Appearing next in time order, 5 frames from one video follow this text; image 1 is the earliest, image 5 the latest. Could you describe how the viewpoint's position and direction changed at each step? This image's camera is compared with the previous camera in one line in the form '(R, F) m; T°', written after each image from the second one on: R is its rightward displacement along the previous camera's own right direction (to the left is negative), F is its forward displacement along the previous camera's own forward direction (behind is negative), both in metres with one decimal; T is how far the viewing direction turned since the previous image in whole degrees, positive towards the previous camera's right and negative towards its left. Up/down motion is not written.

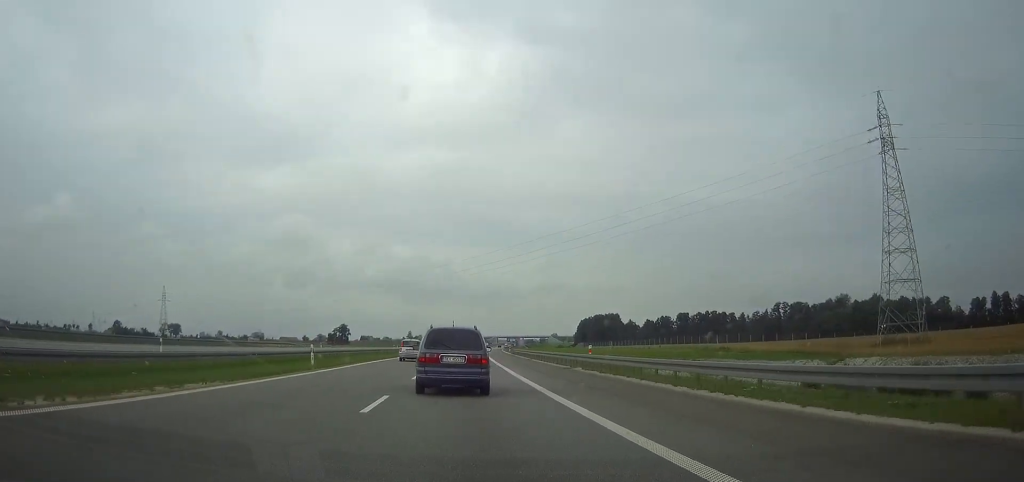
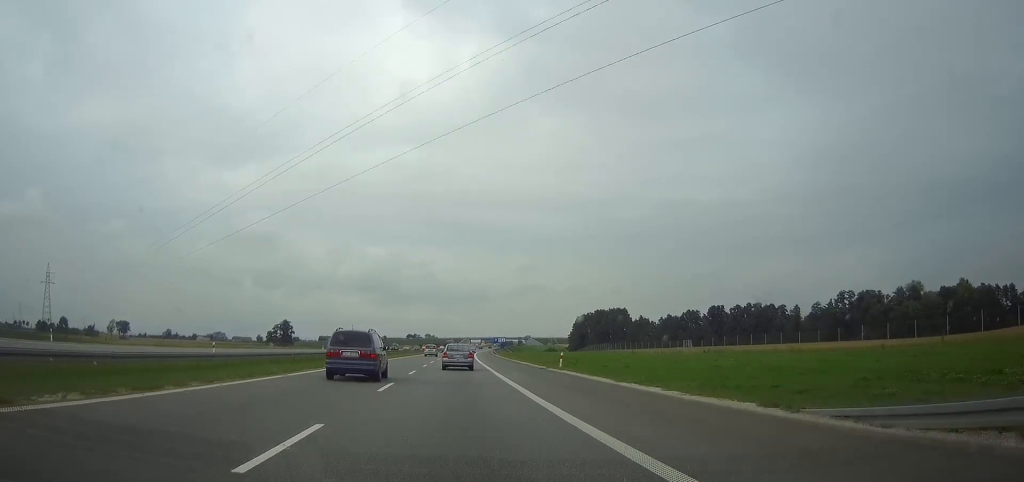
(+3.3, +90.2) m; +3°
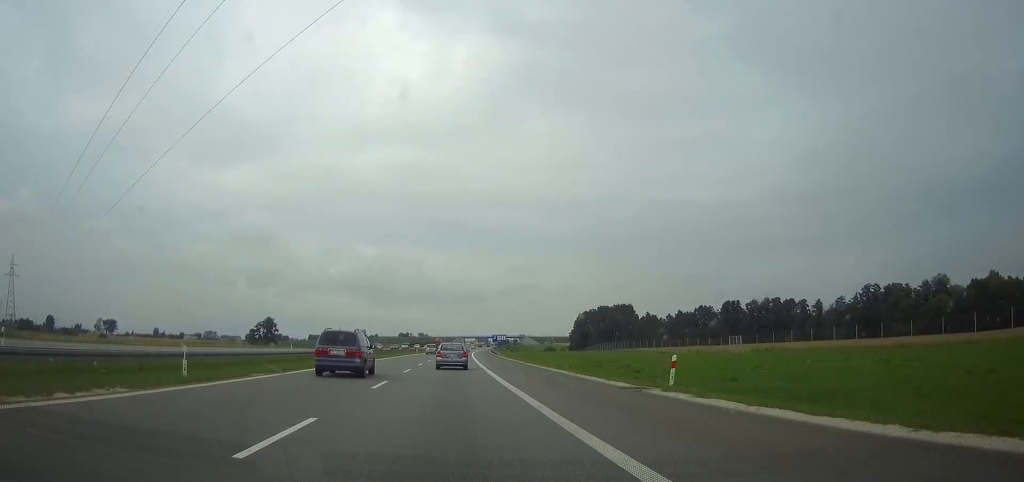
(+0.1, +23.0) m; +1°
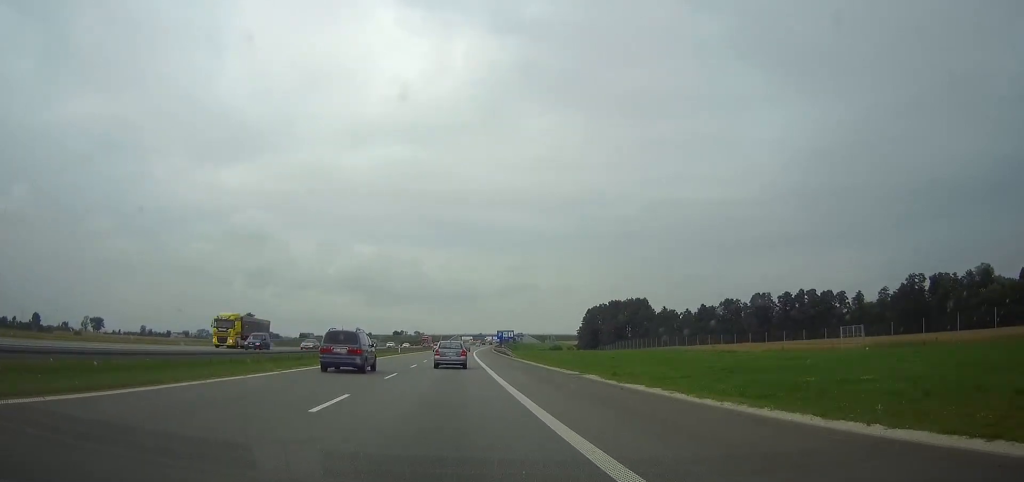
(+0.3, +31.0) m; +1°
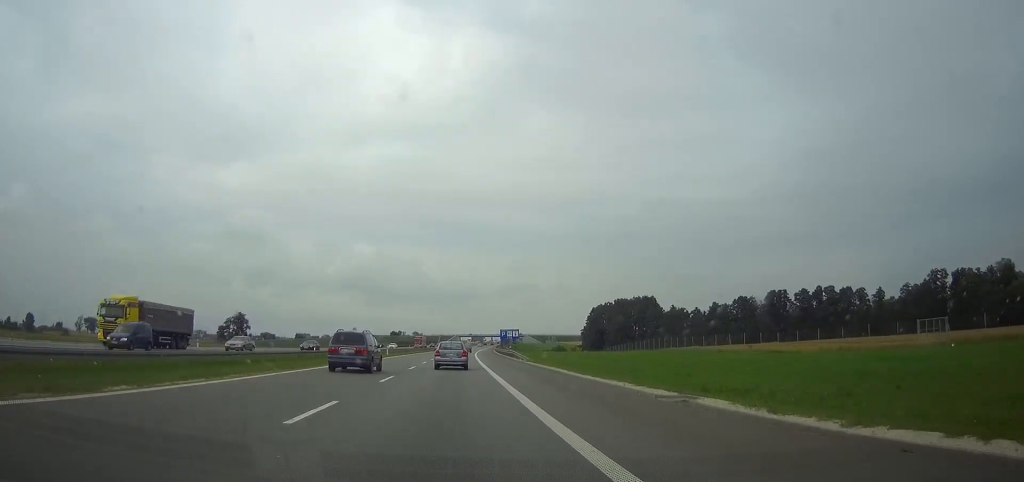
(0.0, +13.7) m; 0°
